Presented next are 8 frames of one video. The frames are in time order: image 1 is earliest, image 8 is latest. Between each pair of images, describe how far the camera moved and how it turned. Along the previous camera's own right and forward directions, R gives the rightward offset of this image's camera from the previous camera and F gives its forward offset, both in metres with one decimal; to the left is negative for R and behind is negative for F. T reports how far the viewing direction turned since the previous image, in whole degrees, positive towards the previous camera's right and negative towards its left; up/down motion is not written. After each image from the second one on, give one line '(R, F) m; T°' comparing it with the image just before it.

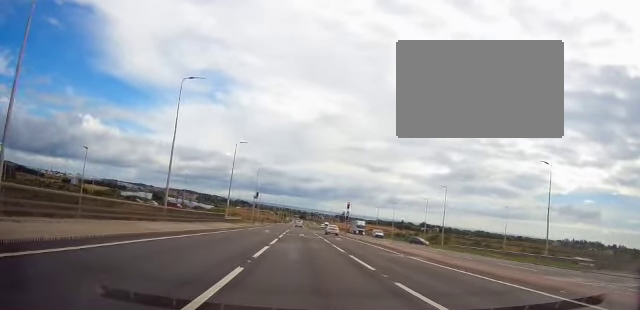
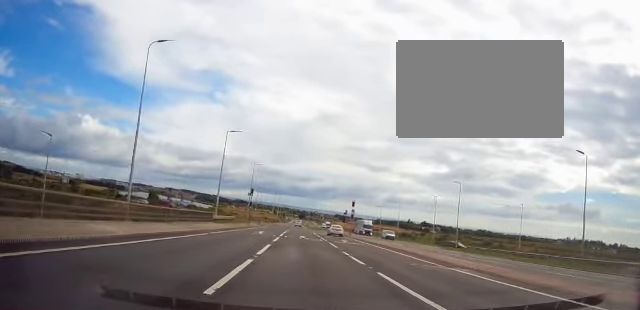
(0.0, +6.6) m; 0°
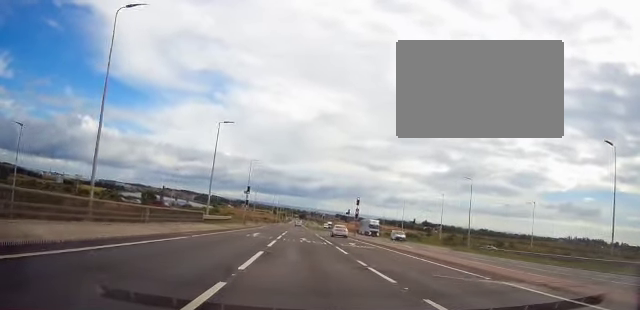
(-0.1, +4.5) m; 0°
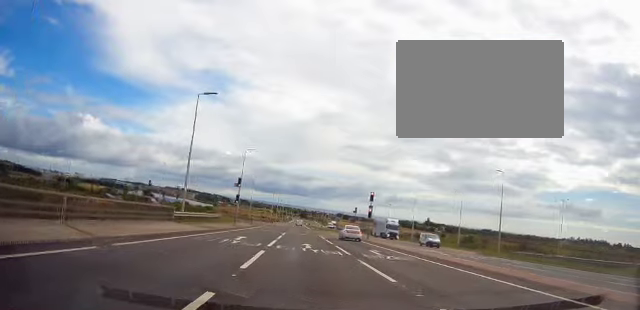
(0.0, +9.4) m; 0°
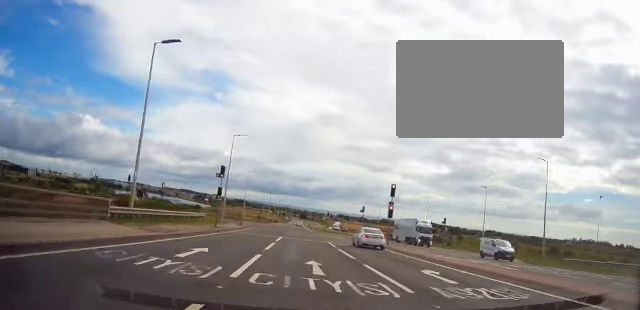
(+0.1, +10.2) m; 0°
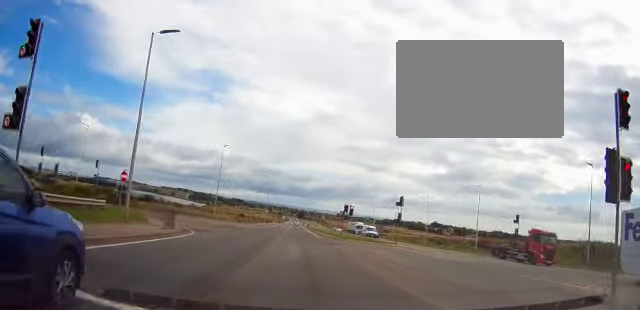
(0.0, +27.4) m; -2°
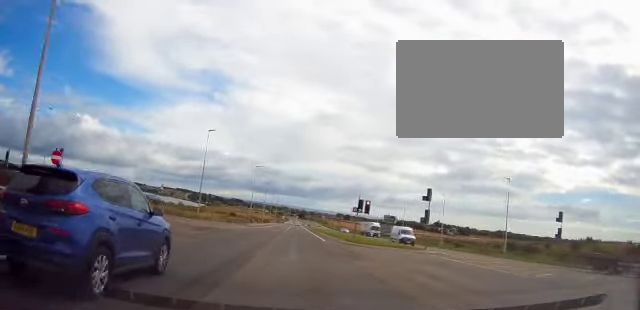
(-0.3, +9.5) m; +1°
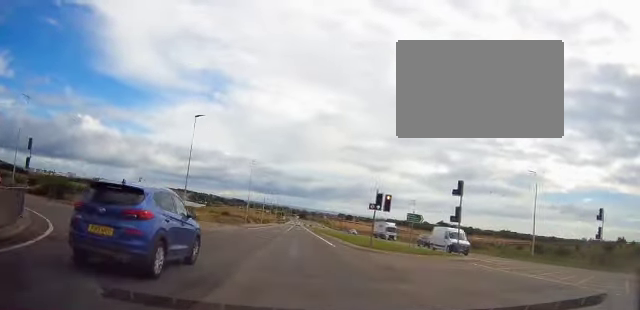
(+0.1, +6.7) m; 0°
